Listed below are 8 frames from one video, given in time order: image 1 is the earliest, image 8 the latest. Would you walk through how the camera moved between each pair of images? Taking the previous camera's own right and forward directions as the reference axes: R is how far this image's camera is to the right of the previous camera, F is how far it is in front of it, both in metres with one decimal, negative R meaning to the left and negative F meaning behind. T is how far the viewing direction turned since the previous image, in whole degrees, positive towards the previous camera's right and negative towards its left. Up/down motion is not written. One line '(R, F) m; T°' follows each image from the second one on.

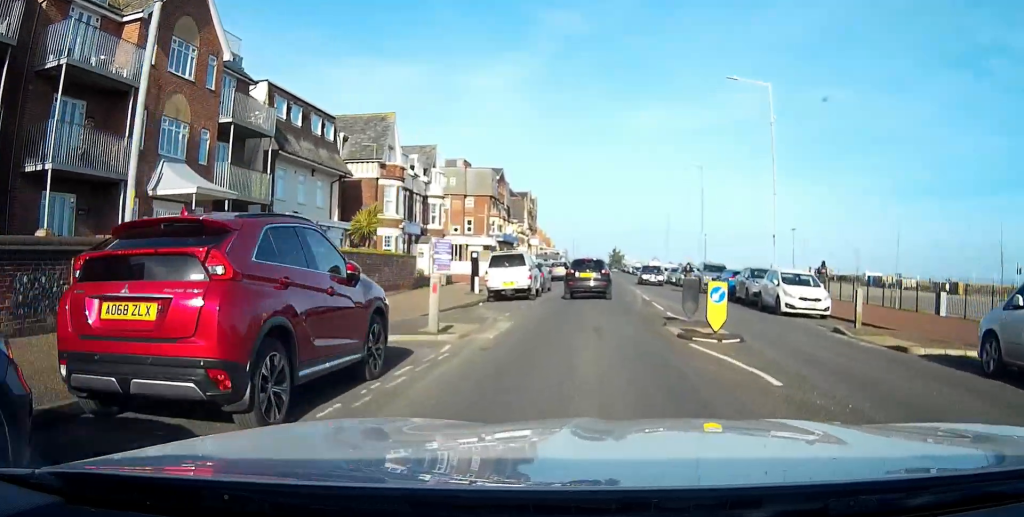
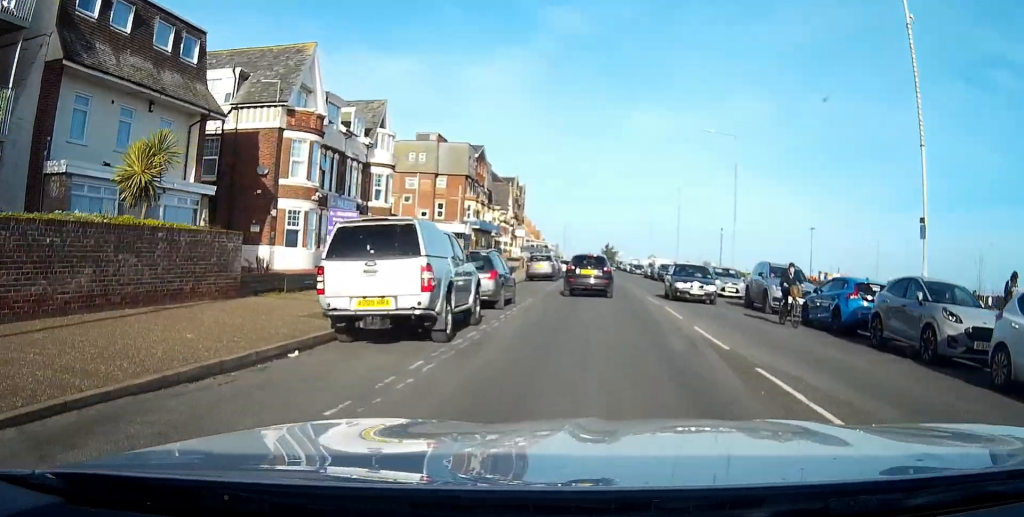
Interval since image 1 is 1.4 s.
(0.0, +16.3) m; 0°
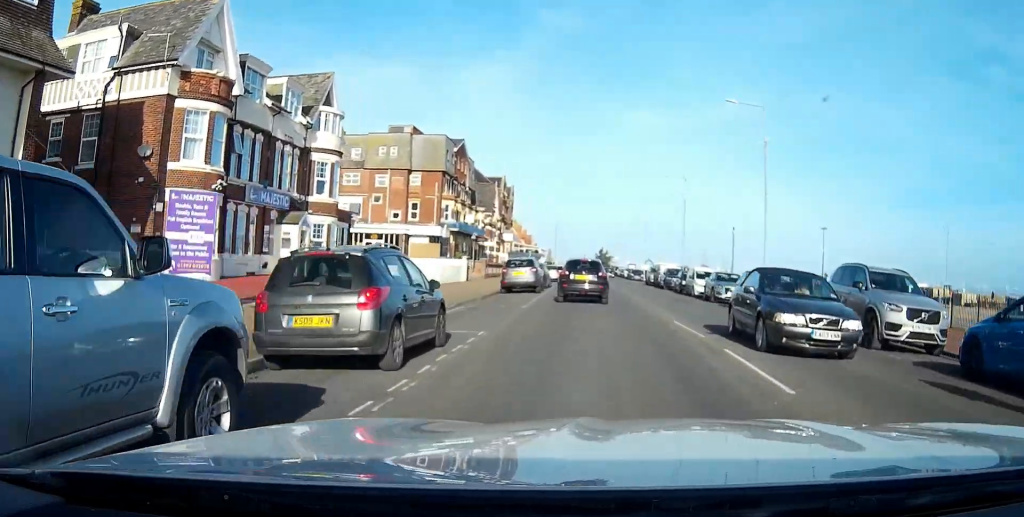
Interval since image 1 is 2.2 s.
(0.0, +10.0) m; 0°
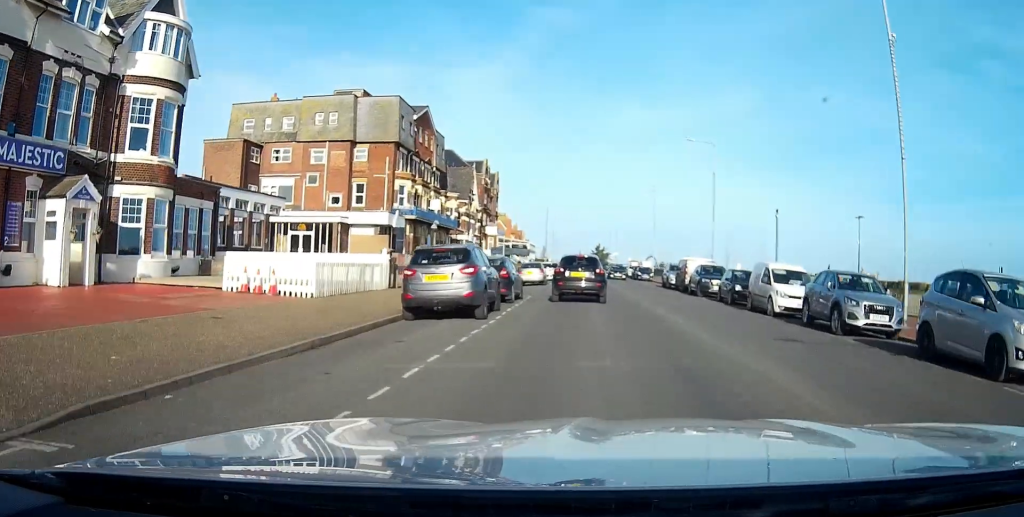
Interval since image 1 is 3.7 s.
(+0.1, +17.8) m; 0°
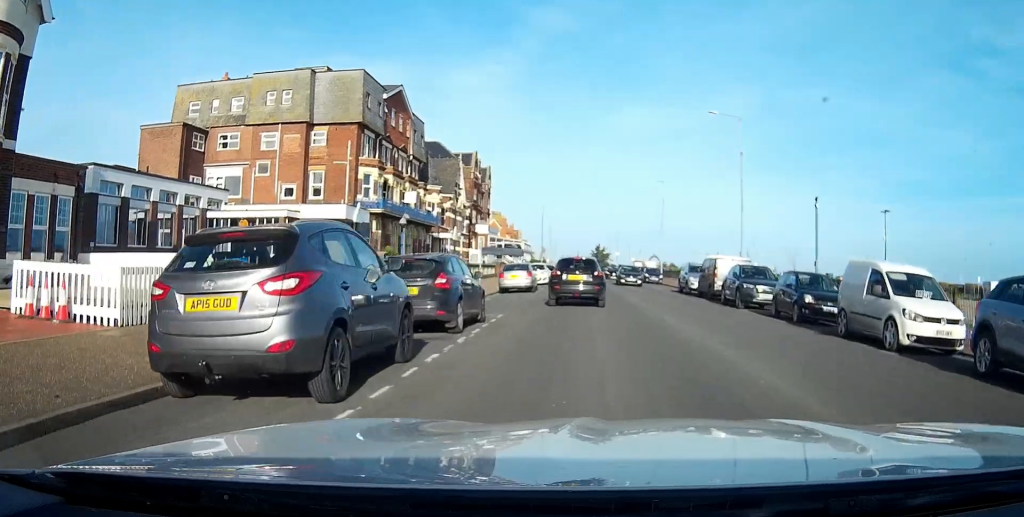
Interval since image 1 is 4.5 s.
(-0.1, +9.7) m; 0°
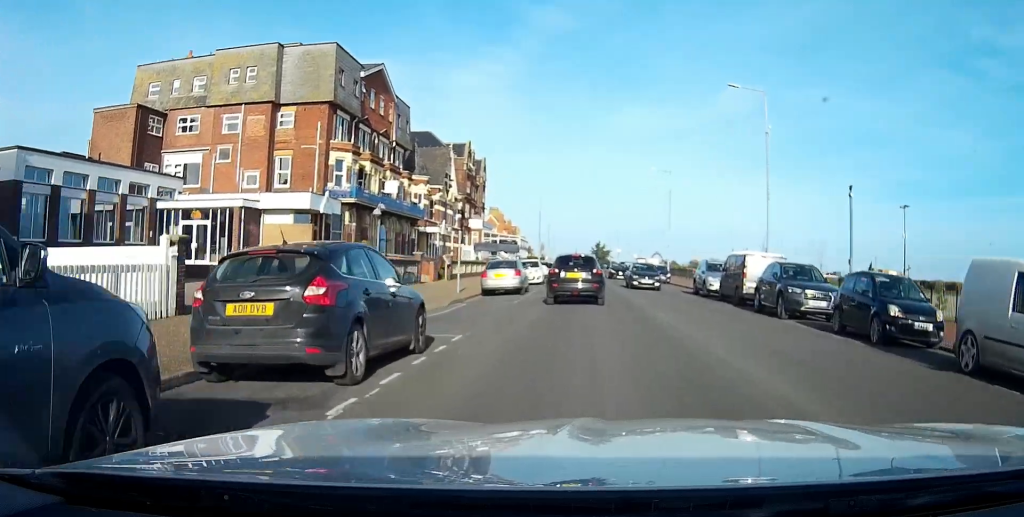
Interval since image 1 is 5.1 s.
(+0.1, +6.0) m; +1°
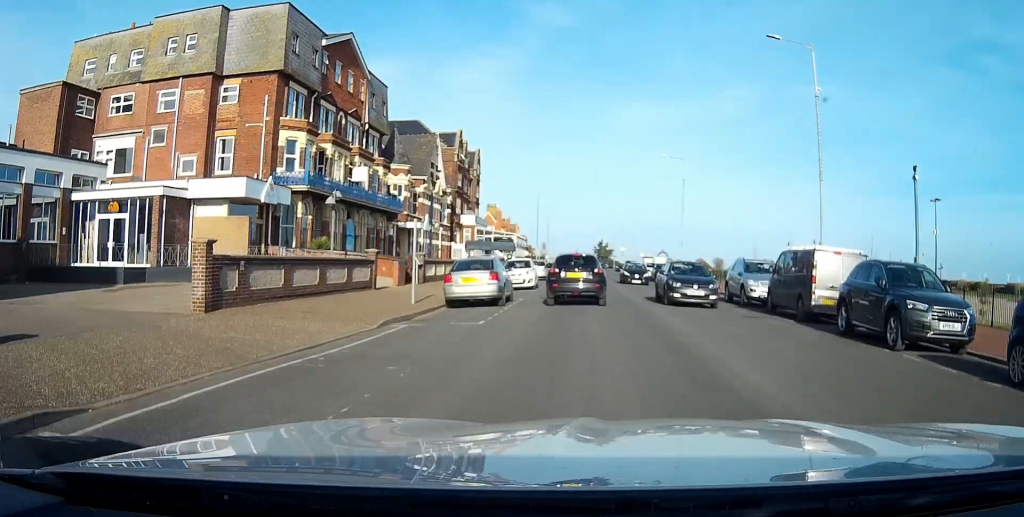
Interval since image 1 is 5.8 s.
(+0.1, +8.1) m; +1°
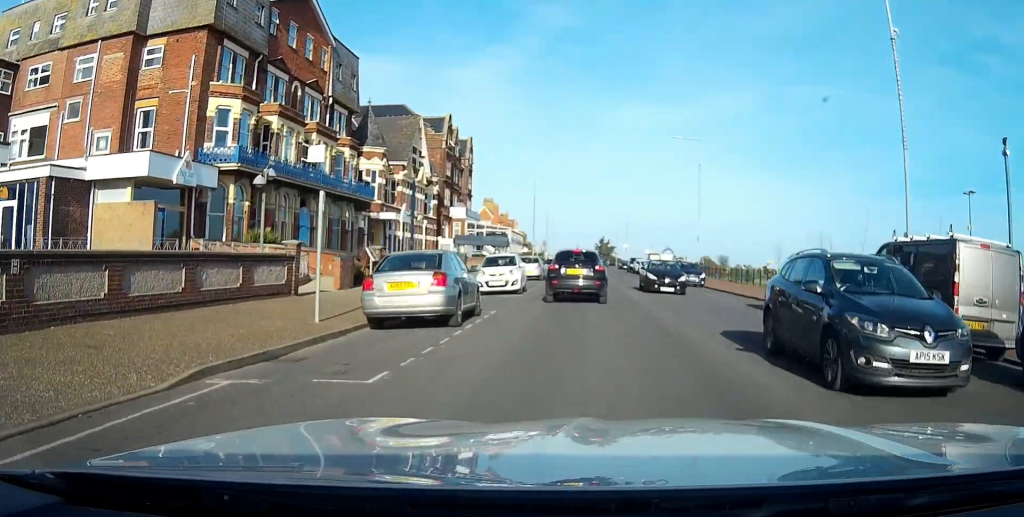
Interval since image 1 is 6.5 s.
(0.0, +8.0) m; 0°
